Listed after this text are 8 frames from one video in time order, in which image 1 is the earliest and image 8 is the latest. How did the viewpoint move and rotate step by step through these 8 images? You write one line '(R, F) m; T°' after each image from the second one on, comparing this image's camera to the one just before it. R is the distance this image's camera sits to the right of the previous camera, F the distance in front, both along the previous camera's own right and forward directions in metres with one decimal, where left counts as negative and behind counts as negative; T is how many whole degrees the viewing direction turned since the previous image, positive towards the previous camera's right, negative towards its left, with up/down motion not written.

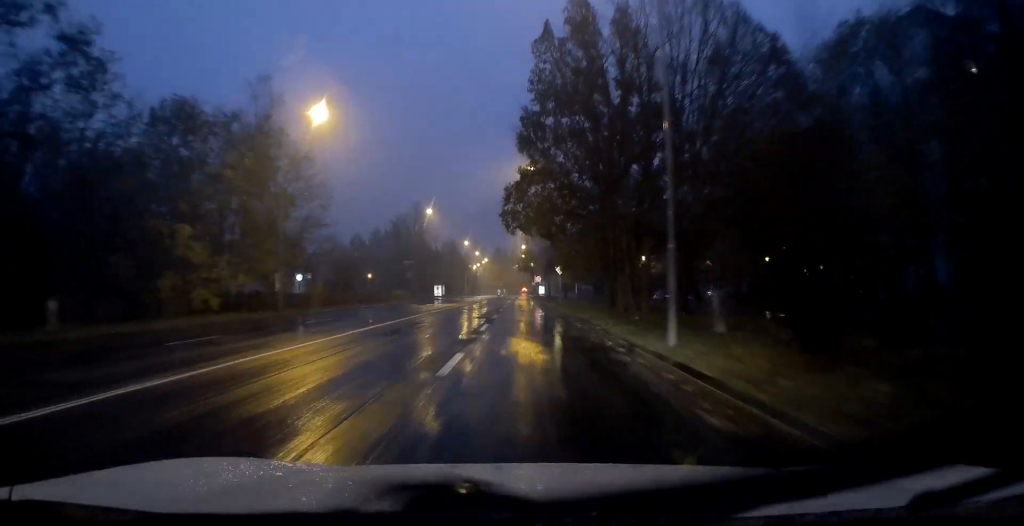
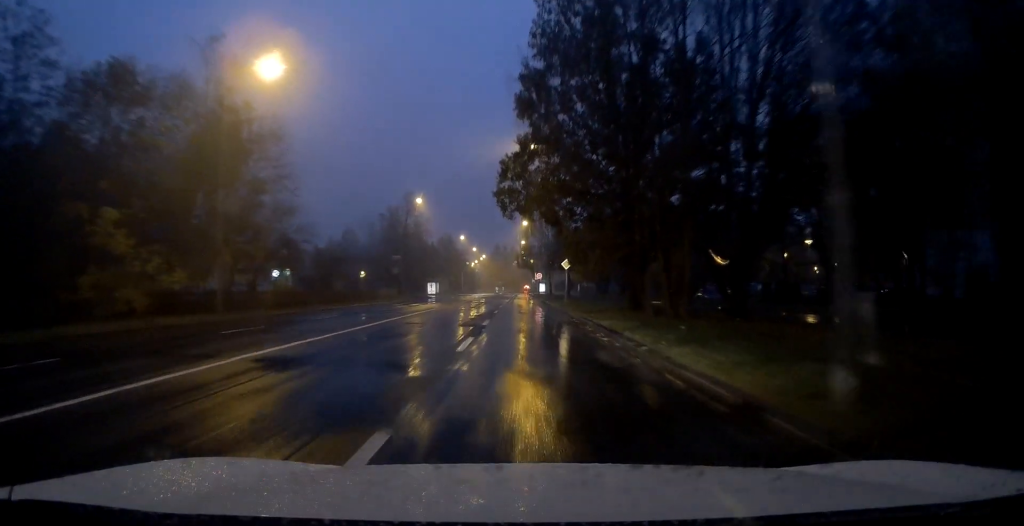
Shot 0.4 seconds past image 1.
(0.0, +6.6) m; 0°
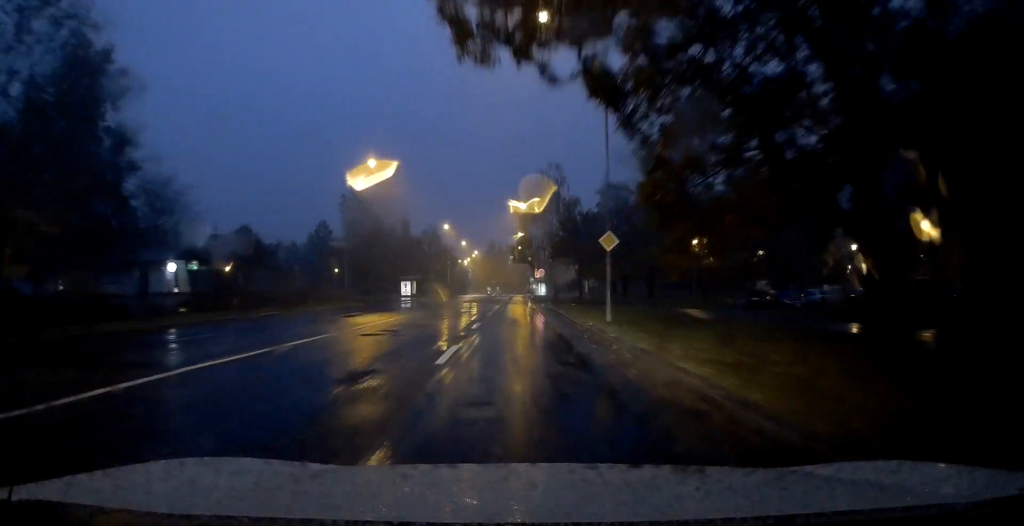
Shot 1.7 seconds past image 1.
(0.0, +19.3) m; 0°
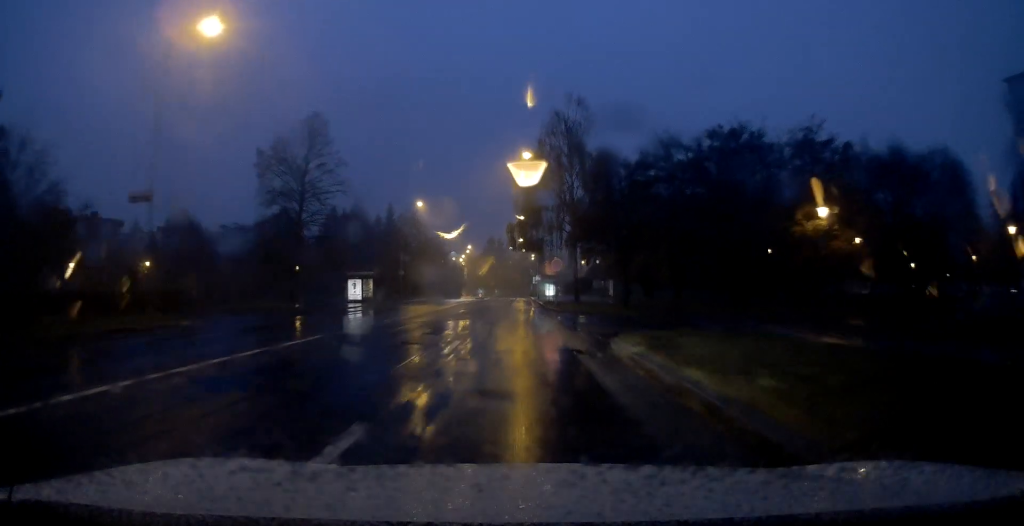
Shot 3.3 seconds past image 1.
(0.0, +24.9) m; 0°
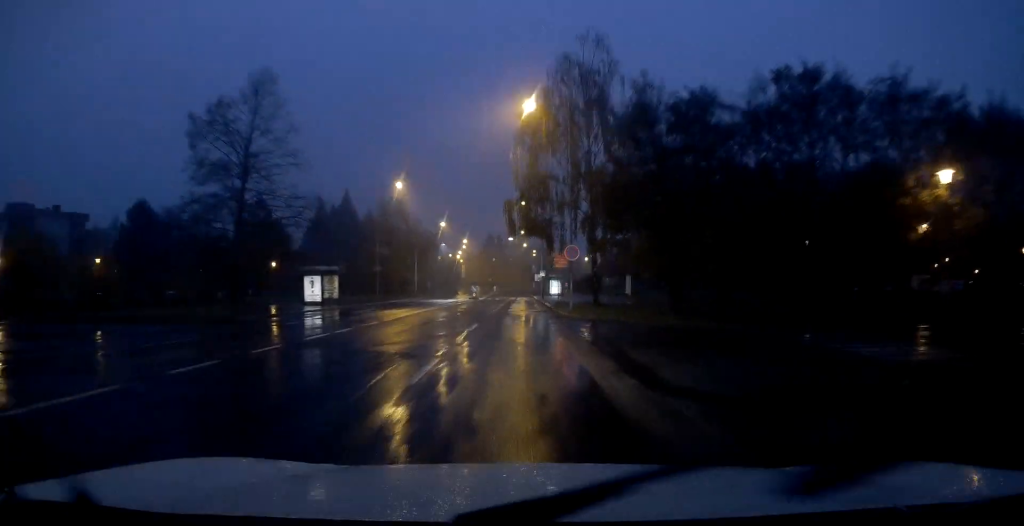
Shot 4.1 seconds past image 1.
(0.0, +11.2) m; 0°
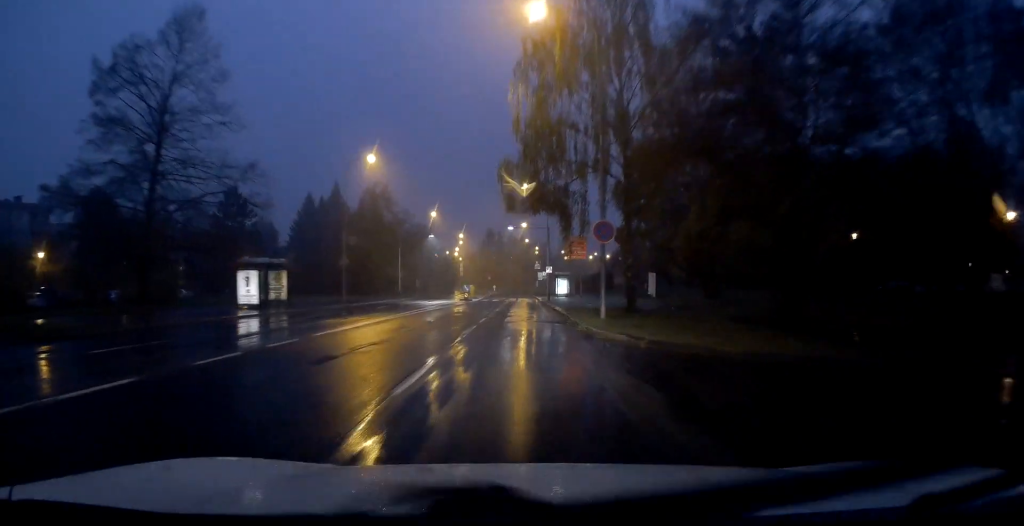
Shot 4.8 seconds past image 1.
(0.0, +10.7) m; 0°
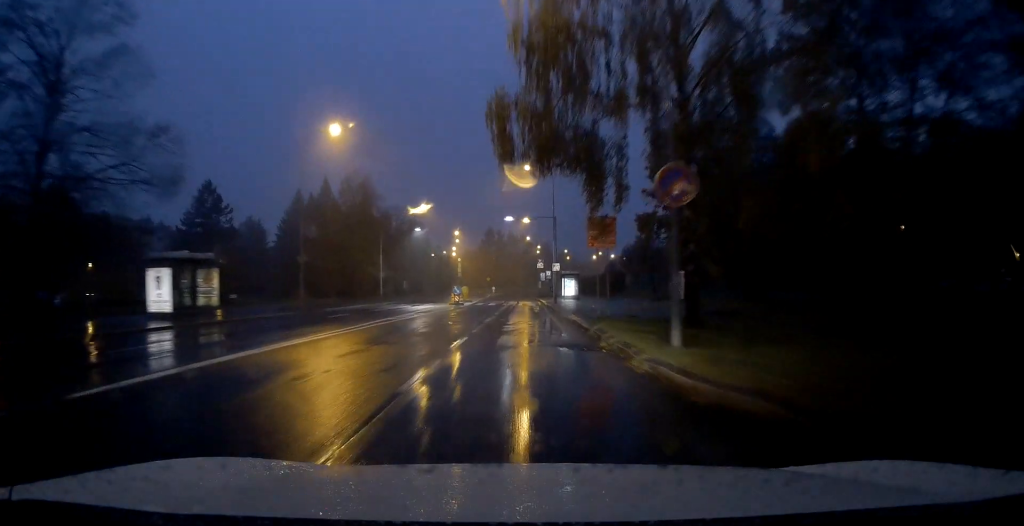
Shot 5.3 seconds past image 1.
(-0.1, +8.6) m; 0°
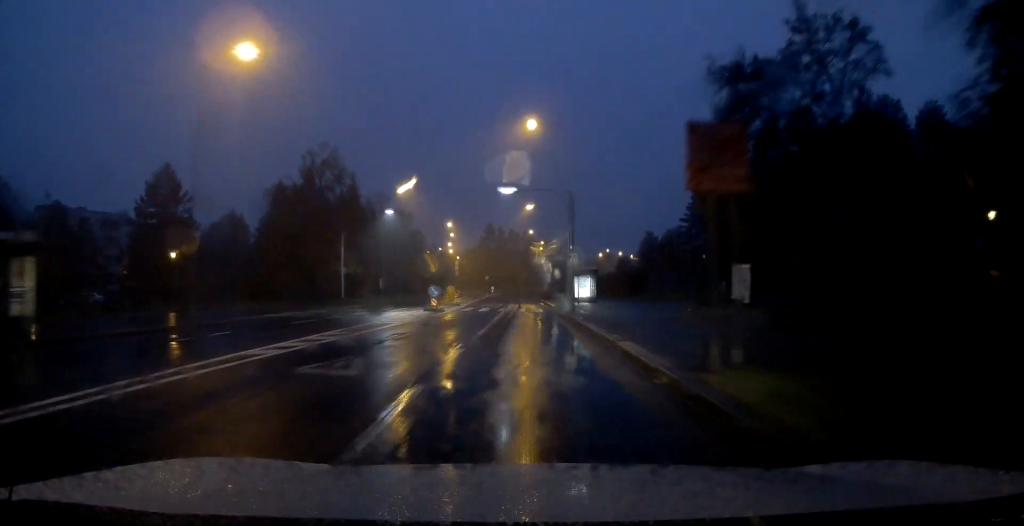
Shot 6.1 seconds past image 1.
(0.0, +12.2) m; 0°
